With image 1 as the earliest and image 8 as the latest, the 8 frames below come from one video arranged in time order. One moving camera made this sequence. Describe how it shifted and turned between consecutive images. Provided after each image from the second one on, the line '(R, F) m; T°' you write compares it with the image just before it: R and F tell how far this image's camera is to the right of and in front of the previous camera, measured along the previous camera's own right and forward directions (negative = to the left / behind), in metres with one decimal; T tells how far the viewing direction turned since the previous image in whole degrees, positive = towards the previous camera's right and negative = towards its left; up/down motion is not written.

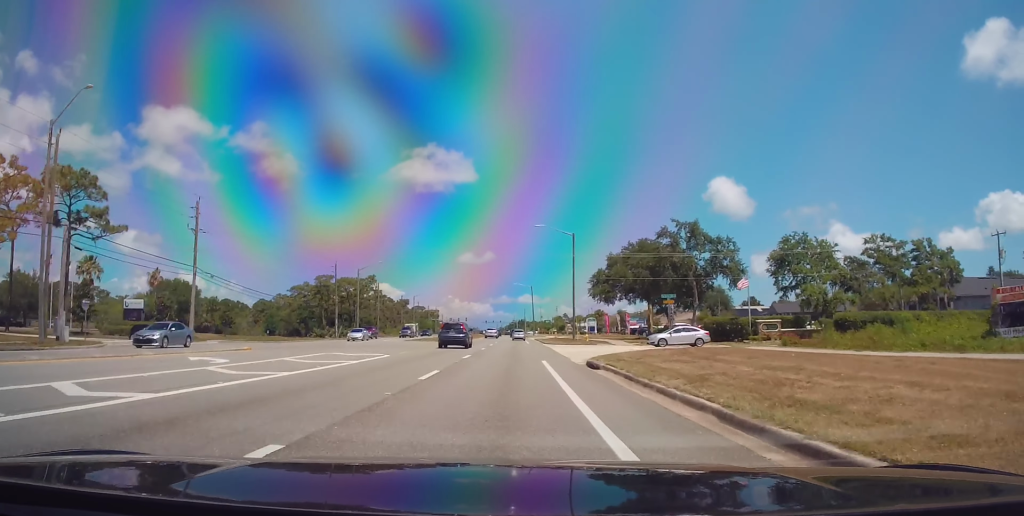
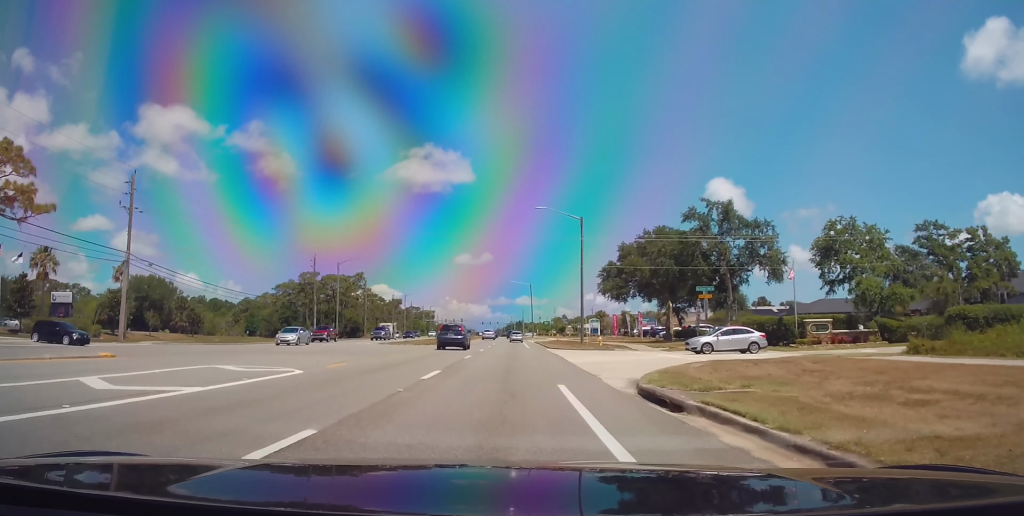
(-0.1, +11.0) m; 0°
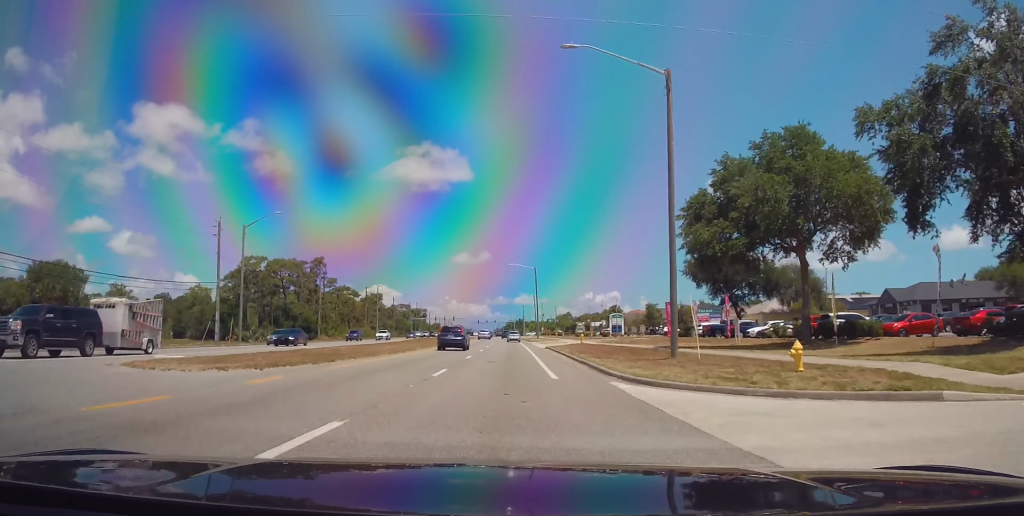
(+0.7, +34.6) m; +1°
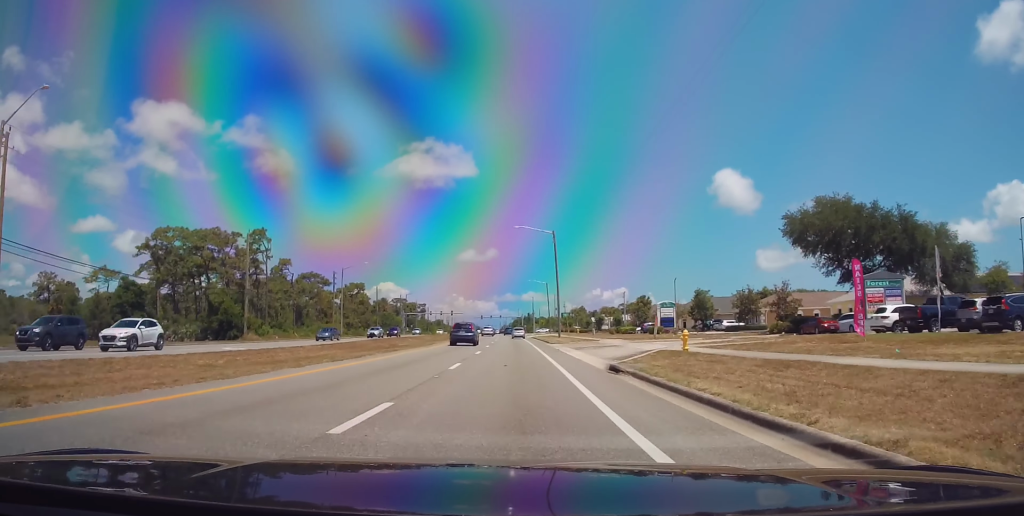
(-0.8, +34.3) m; -1°
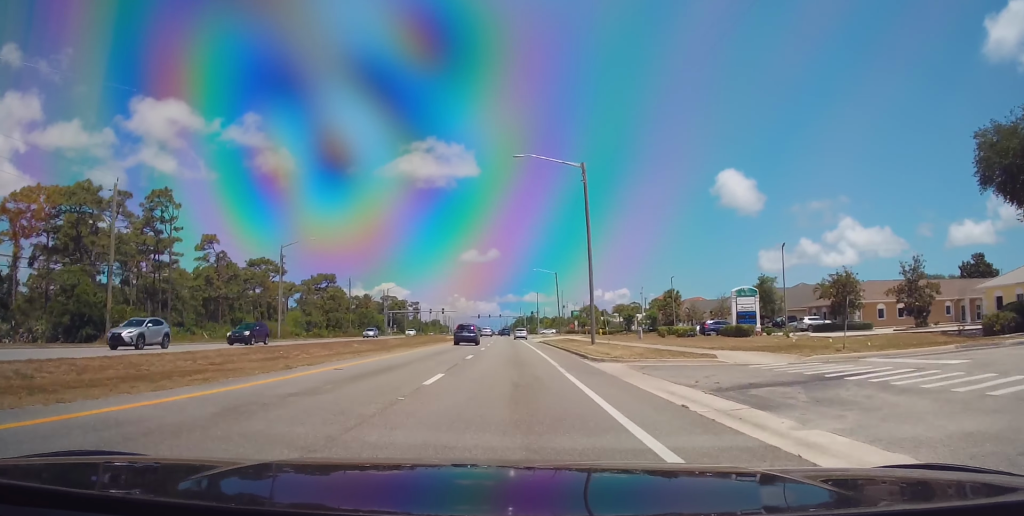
(+0.2, +29.1) m; 0°
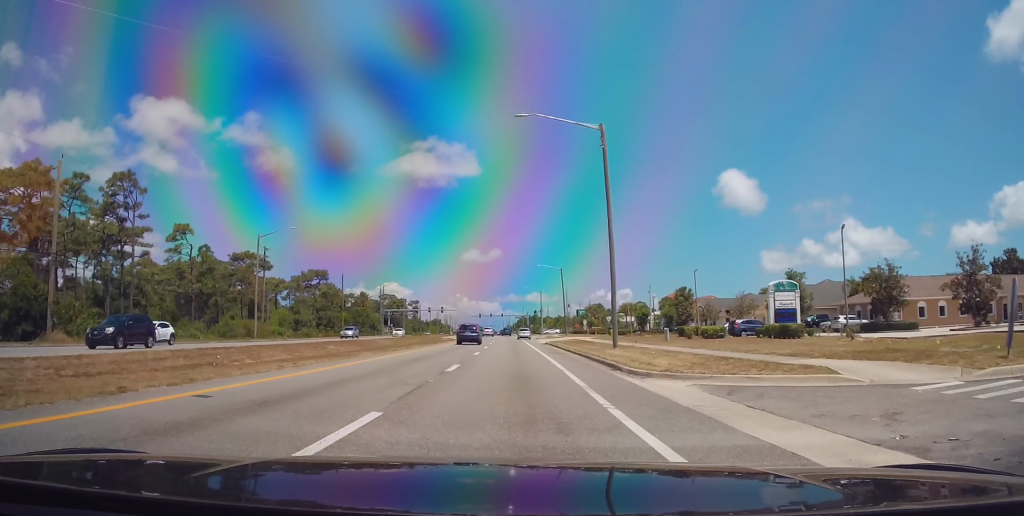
(-0.2, +8.0) m; 0°
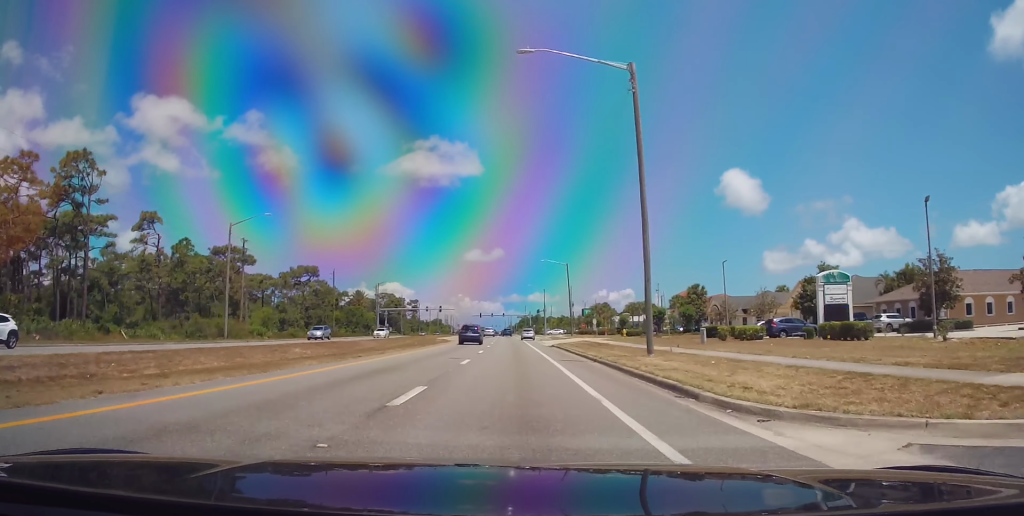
(0.0, +7.9) m; 0°
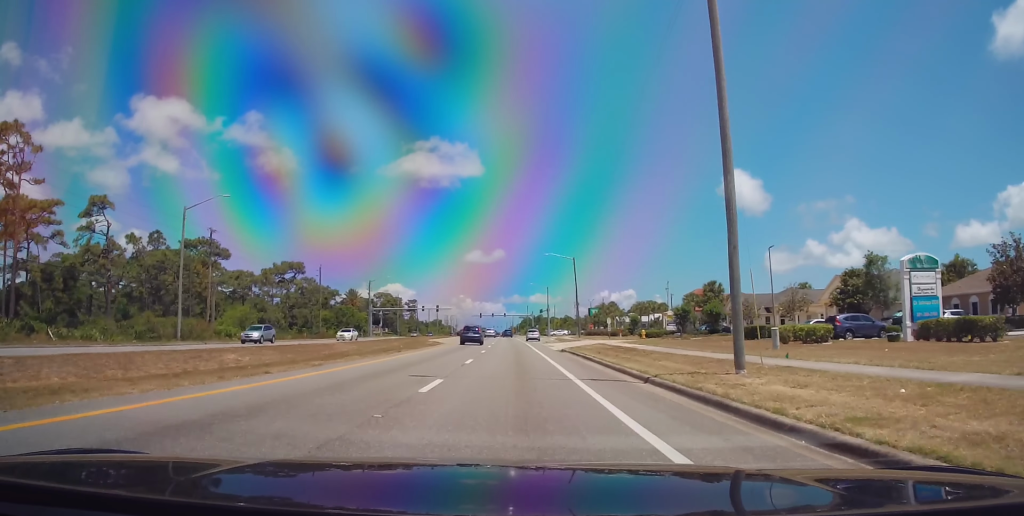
(+0.3, +9.7) m; 0°
